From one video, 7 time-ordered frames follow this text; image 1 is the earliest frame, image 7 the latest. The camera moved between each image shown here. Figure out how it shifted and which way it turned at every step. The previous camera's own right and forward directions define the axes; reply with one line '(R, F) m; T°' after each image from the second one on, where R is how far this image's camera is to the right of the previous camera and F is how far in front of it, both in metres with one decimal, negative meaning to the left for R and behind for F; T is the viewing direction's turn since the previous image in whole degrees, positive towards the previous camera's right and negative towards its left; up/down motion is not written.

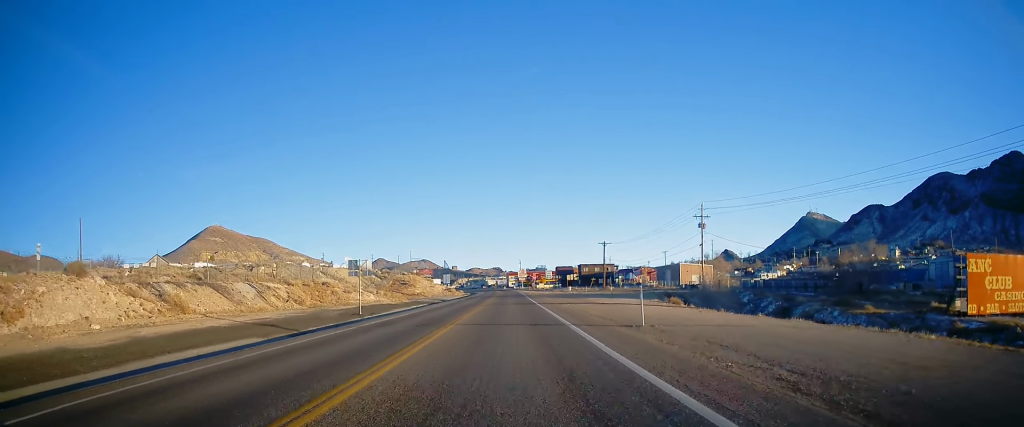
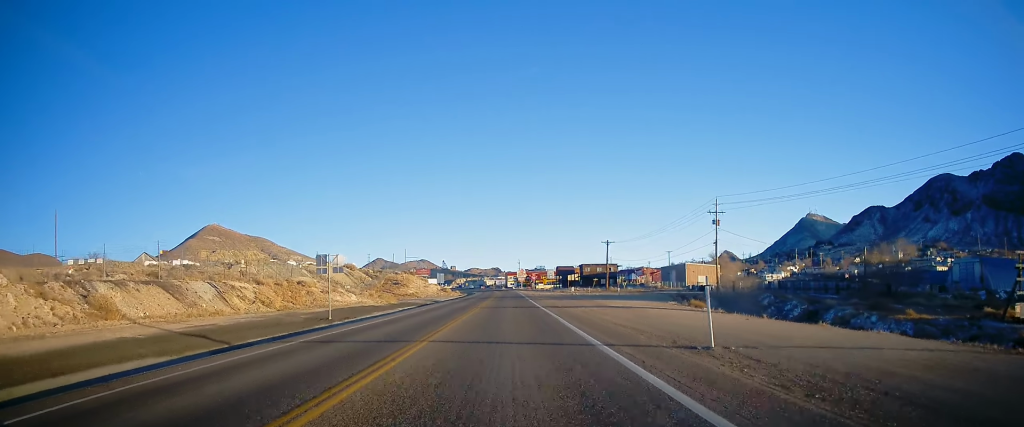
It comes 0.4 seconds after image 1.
(+0.1, +6.2) m; 0°
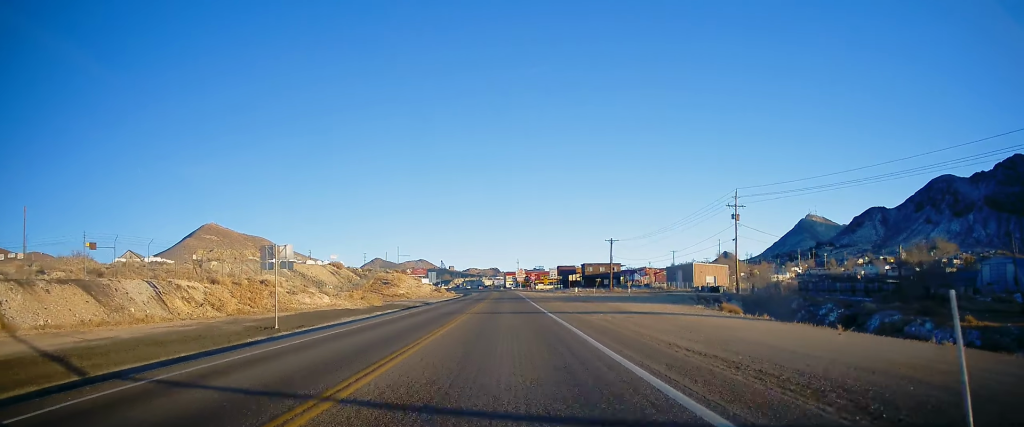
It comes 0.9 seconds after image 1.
(-0.1, +7.2) m; -1°
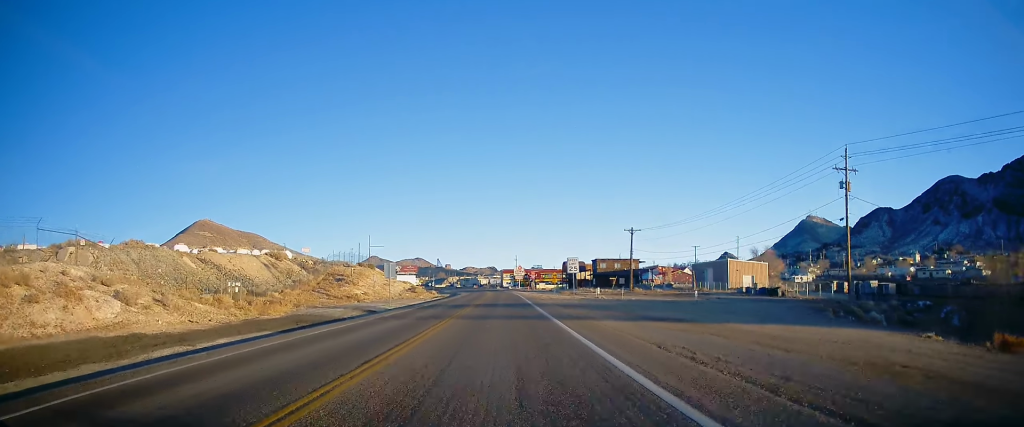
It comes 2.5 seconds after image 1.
(-0.4, +24.2) m; -1°
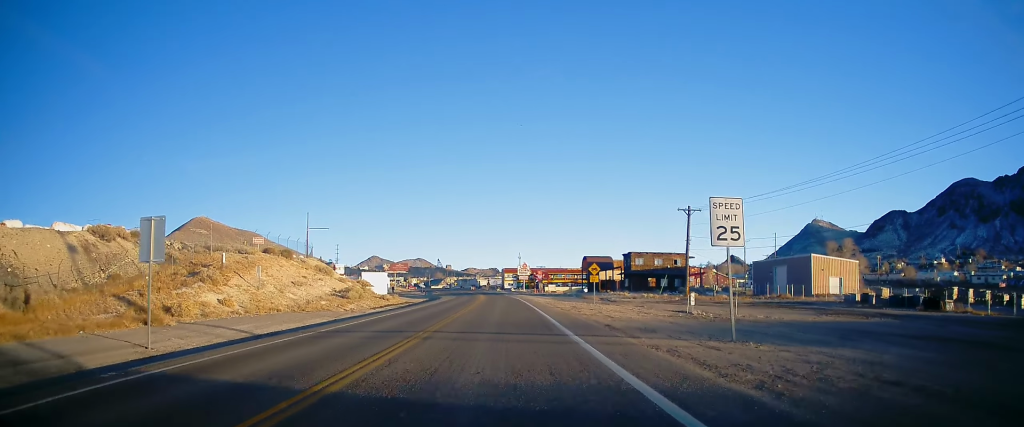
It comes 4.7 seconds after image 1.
(+0.4, +33.1) m; +1°
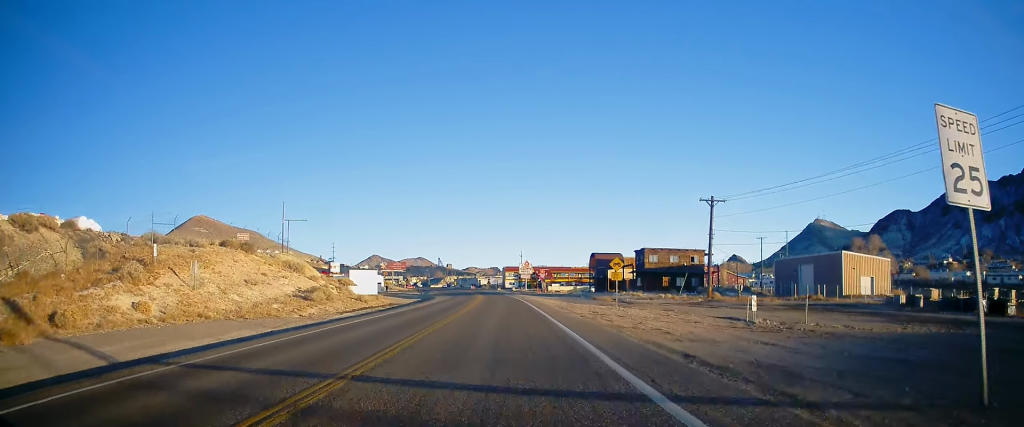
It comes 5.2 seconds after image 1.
(0.0, +8.5) m; 0°
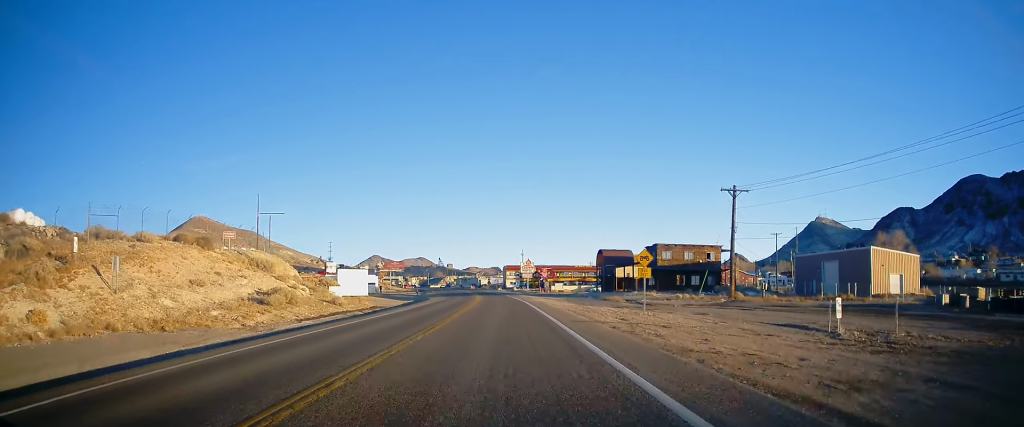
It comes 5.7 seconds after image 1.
(0.0, +6.8) m; 0°
